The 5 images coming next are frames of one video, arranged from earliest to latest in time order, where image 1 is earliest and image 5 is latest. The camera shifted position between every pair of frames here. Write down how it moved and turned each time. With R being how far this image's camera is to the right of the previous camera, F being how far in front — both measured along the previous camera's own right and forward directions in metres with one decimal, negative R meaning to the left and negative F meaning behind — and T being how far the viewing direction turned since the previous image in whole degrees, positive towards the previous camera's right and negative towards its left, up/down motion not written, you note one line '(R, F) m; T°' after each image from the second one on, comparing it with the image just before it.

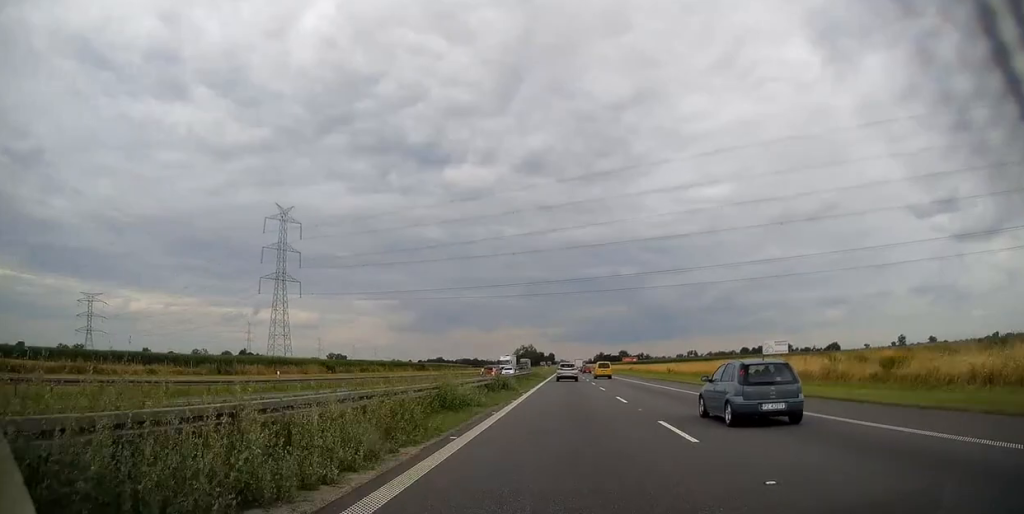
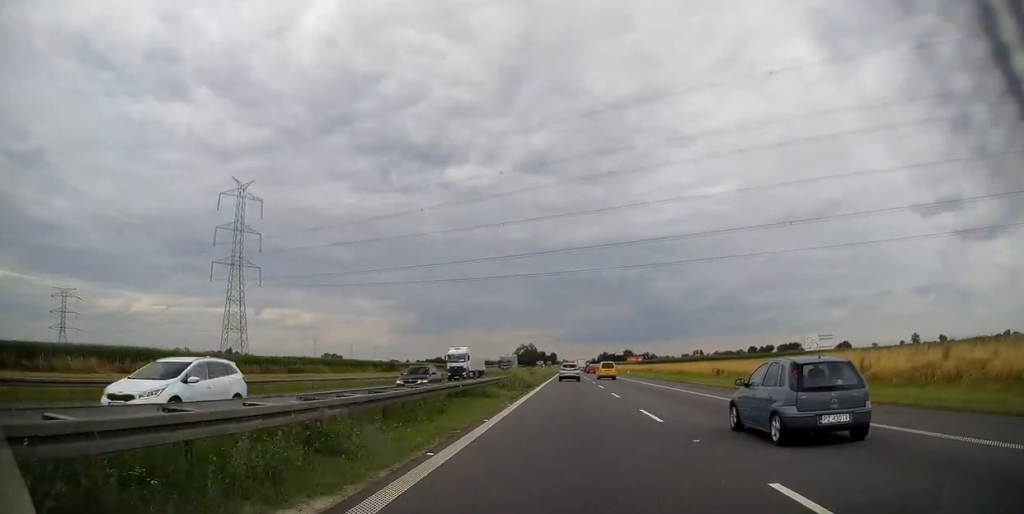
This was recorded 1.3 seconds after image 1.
(-0.2, +31.9) m; -1°
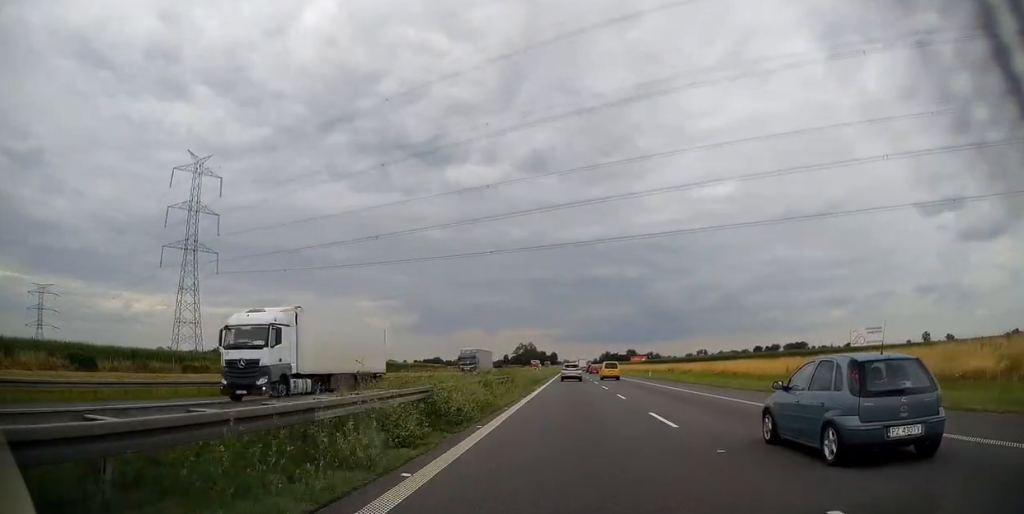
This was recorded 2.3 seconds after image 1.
(-0.1, +25.4) m; +1°
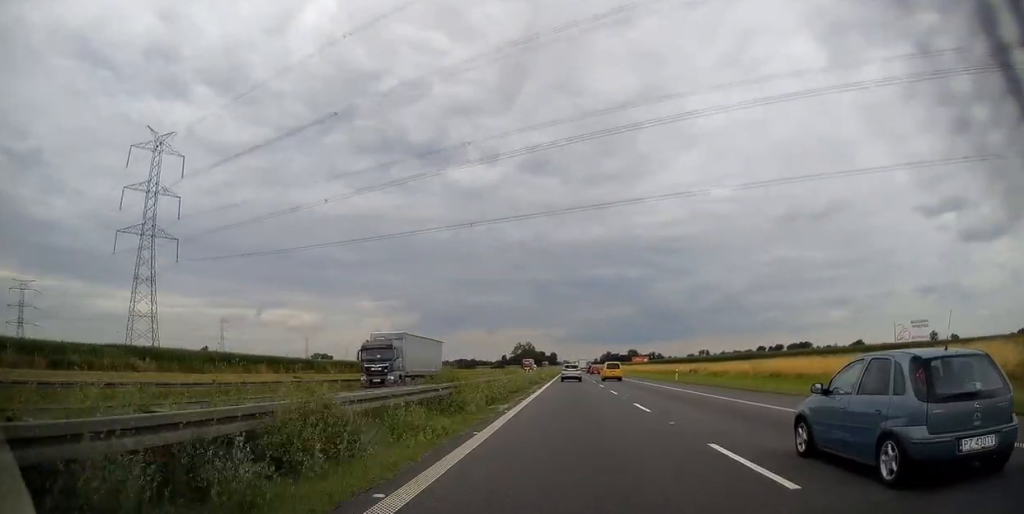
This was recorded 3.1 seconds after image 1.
(+0.2, +19.0) m; 0°
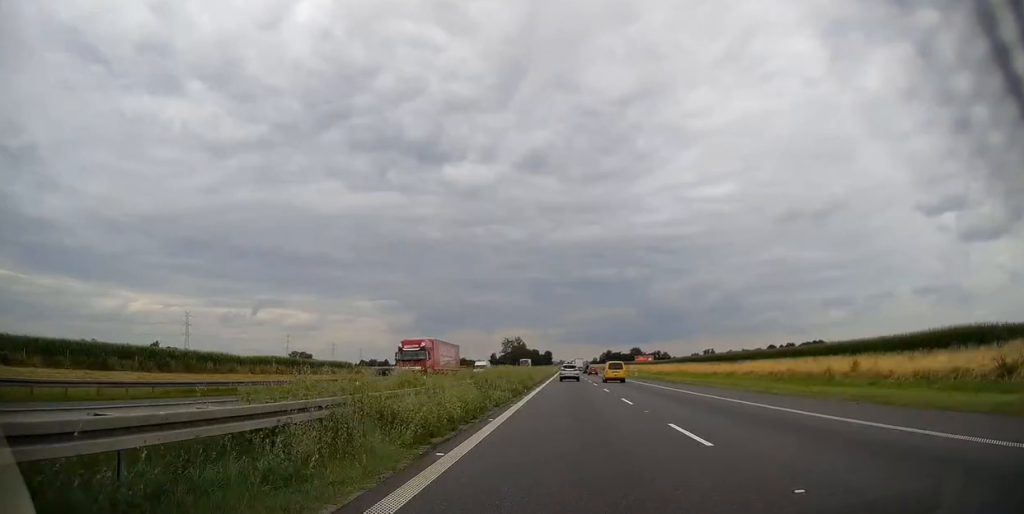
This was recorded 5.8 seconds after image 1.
(-0.3, +68.0) m; 0°
